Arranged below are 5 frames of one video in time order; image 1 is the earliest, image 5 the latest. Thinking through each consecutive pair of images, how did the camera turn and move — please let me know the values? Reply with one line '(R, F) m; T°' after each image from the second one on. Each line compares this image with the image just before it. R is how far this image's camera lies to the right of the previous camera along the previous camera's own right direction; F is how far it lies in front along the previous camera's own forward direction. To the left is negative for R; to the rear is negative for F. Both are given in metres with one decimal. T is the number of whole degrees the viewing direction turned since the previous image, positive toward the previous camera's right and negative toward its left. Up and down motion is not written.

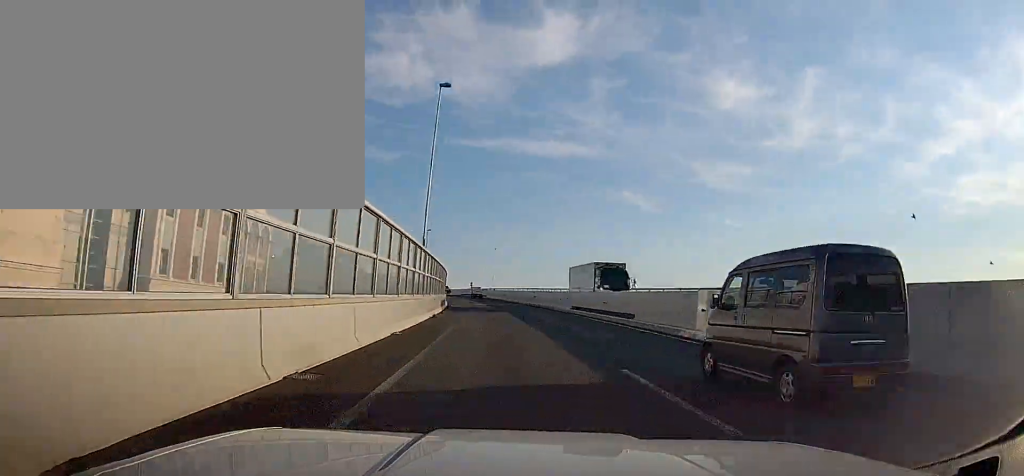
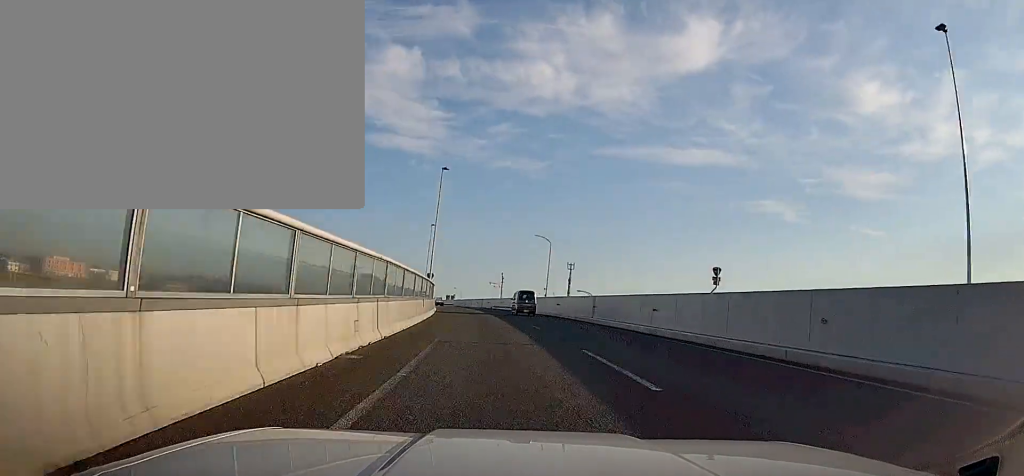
(-14.1, +132.2) m; -14°
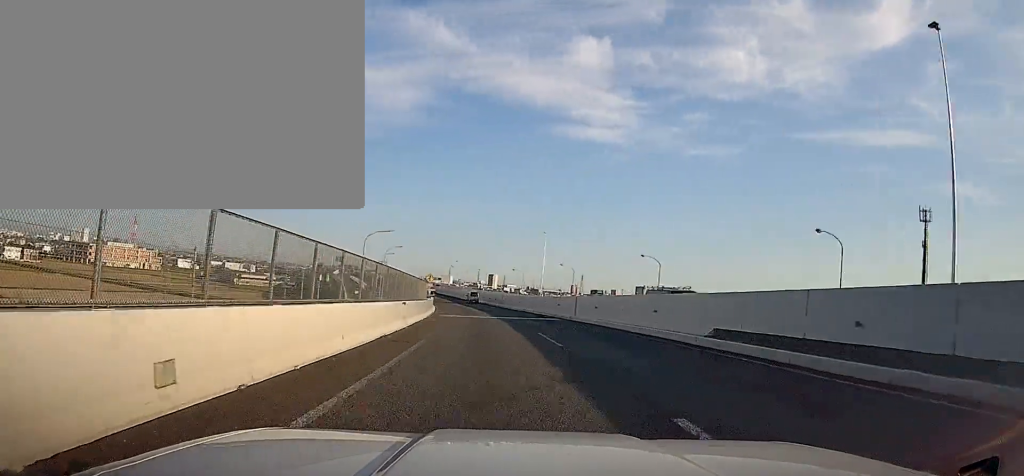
(-27.1, +155.6) m; -17°
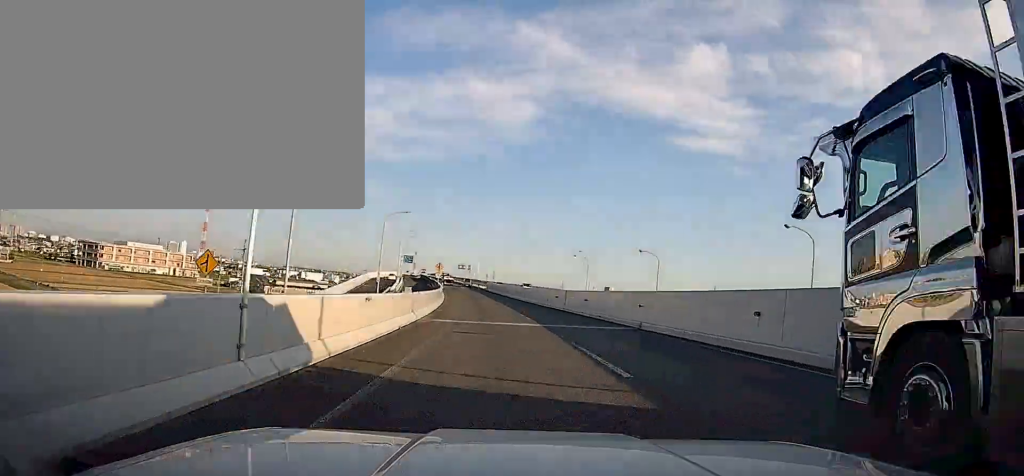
(-8.3, +93.4) m; -9°
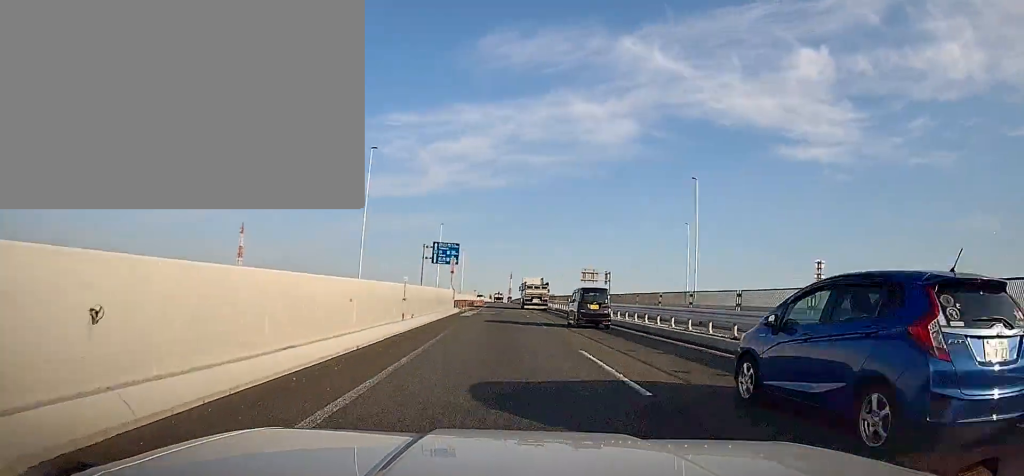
(-15.1, +151.9) m; -7°
